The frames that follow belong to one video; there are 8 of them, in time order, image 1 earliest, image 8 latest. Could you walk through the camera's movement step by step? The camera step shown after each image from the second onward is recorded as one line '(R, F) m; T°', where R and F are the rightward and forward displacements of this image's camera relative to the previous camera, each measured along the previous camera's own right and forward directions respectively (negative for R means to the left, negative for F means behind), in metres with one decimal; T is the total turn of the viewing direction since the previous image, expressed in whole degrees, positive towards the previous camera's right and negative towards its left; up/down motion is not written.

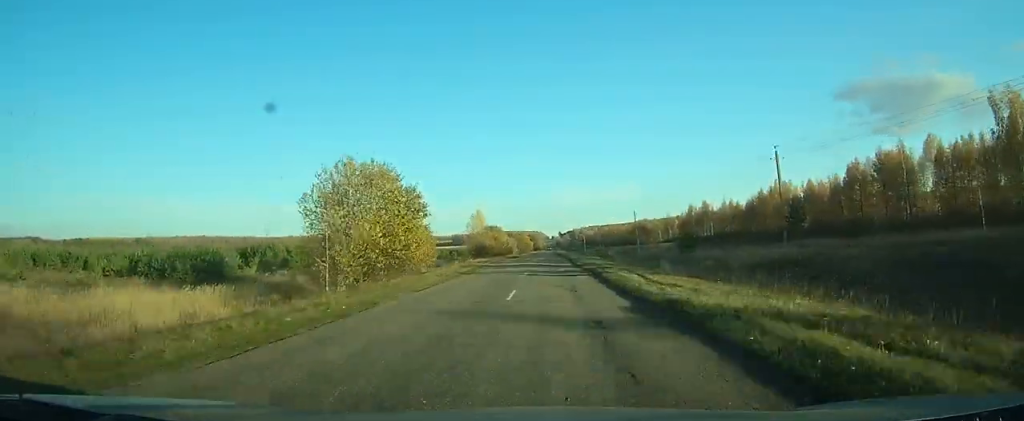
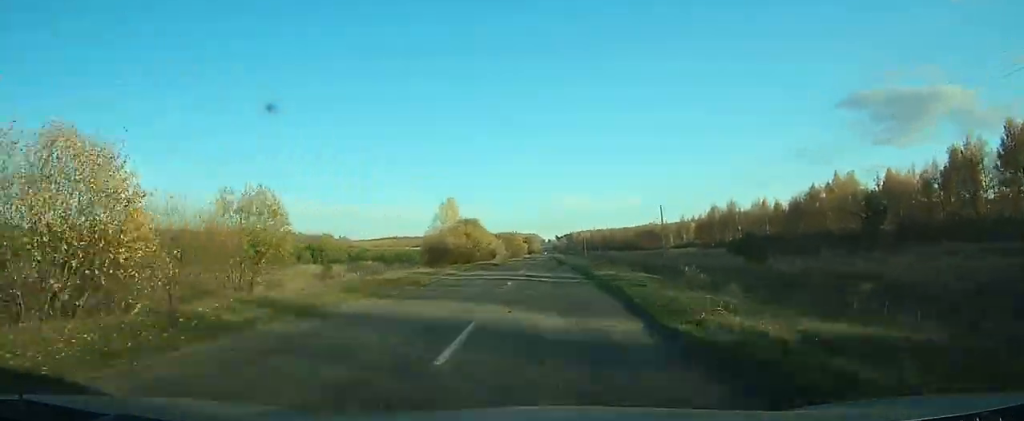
(+0.5, +32.5) m; +1°
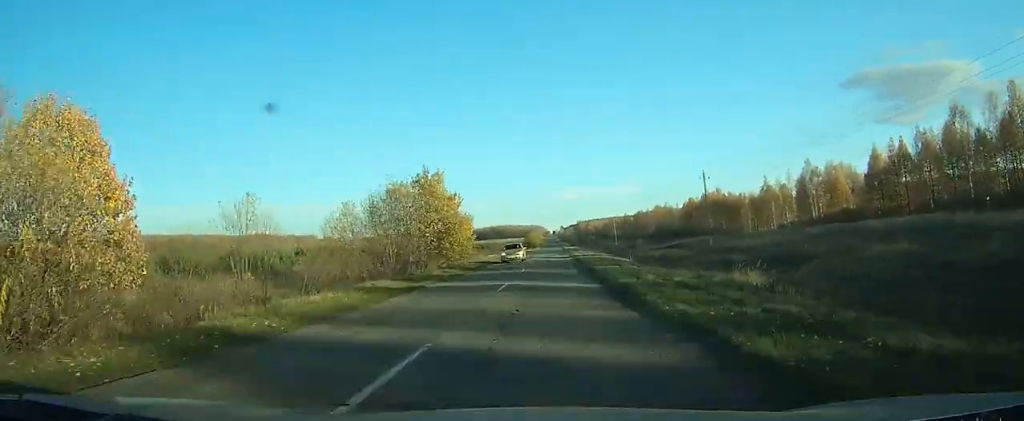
(+0.3, +111.1) m; 0°
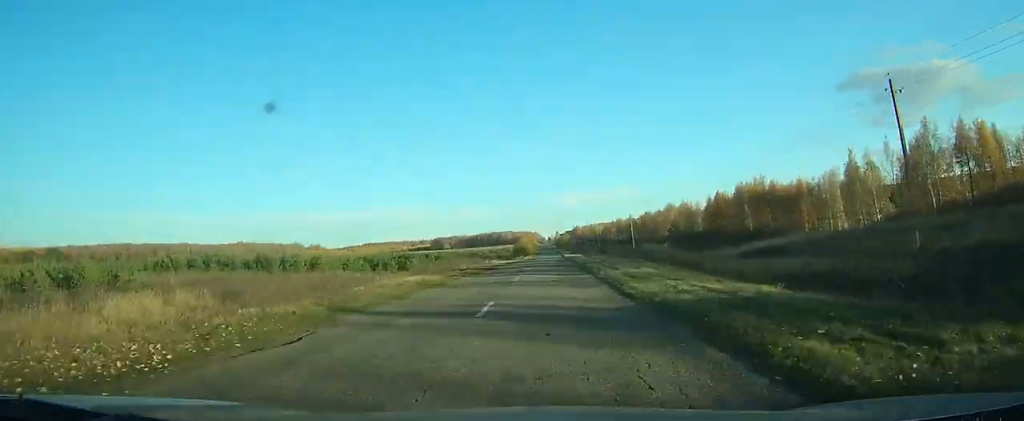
(0.0, +41.4) m; 0°
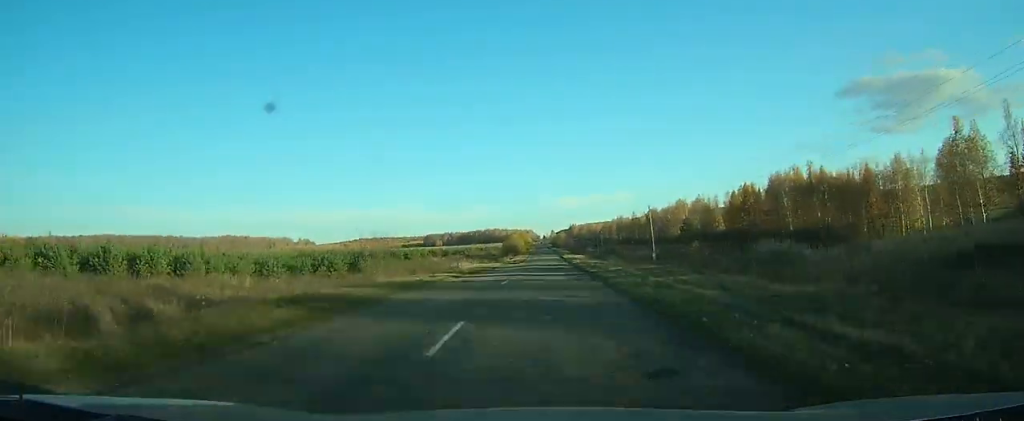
(-0.1, +26.3) m; 0°
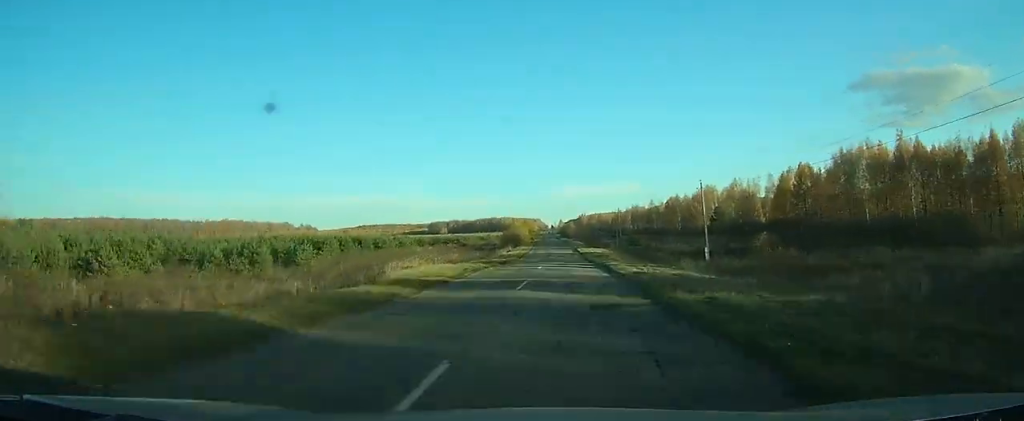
(+0.1, +26.7) m; 0°
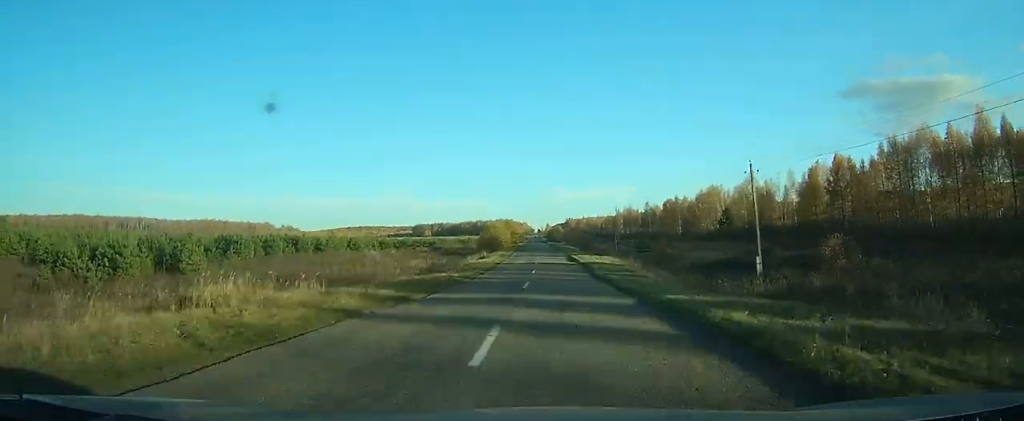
(0.0, +20.8) m; 0°
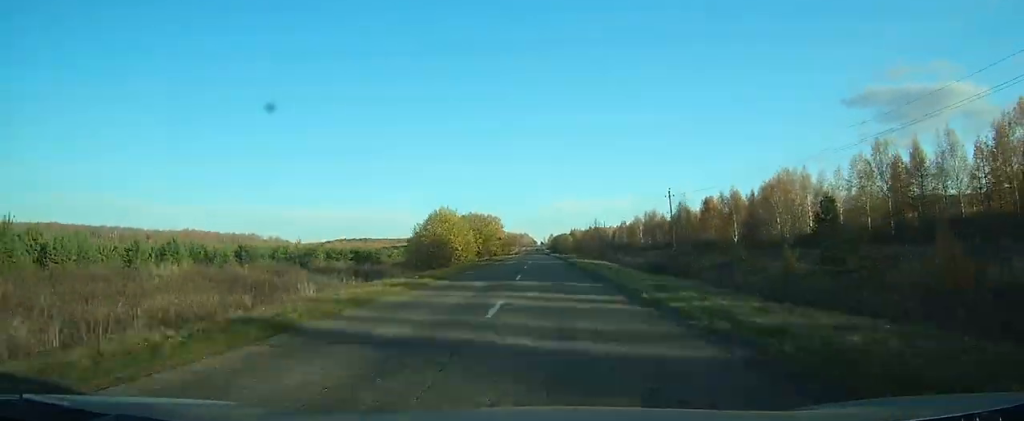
(+0.1, +58.2) m; 0°
